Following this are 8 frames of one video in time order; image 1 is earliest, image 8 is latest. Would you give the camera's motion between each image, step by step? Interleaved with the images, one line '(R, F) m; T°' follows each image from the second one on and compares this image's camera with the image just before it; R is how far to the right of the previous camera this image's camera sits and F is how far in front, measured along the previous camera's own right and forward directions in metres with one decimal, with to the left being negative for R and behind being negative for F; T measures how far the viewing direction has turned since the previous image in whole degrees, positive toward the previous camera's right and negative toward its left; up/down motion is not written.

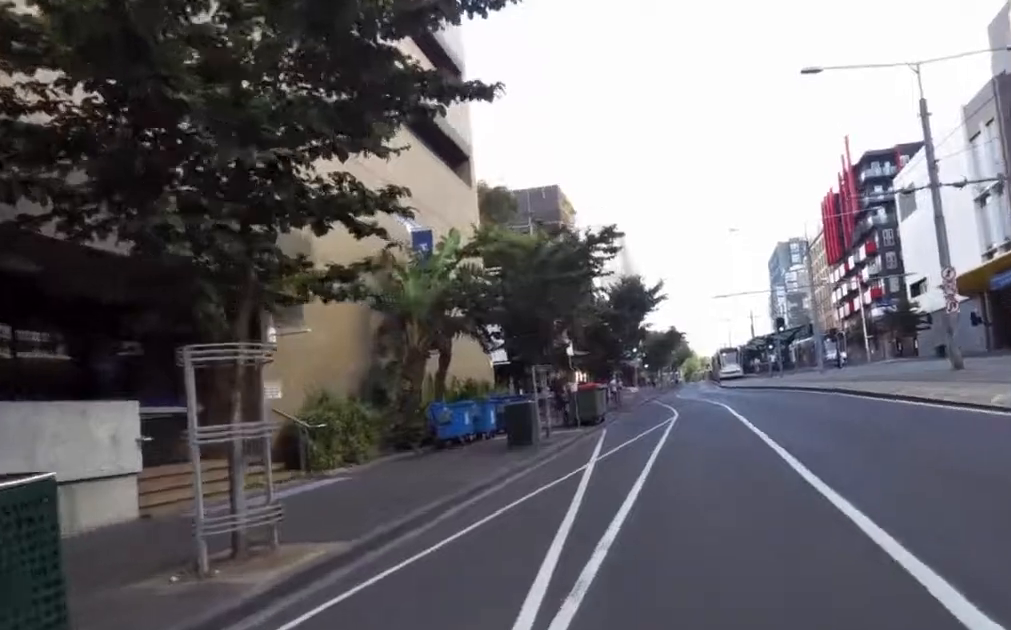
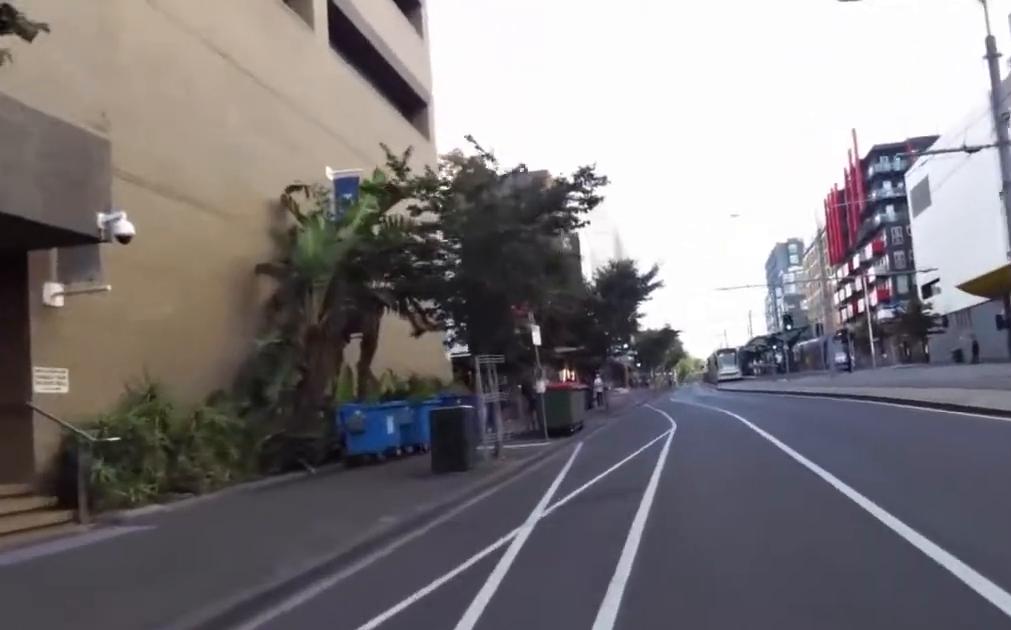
(-0.4, +5.7) m; -5°
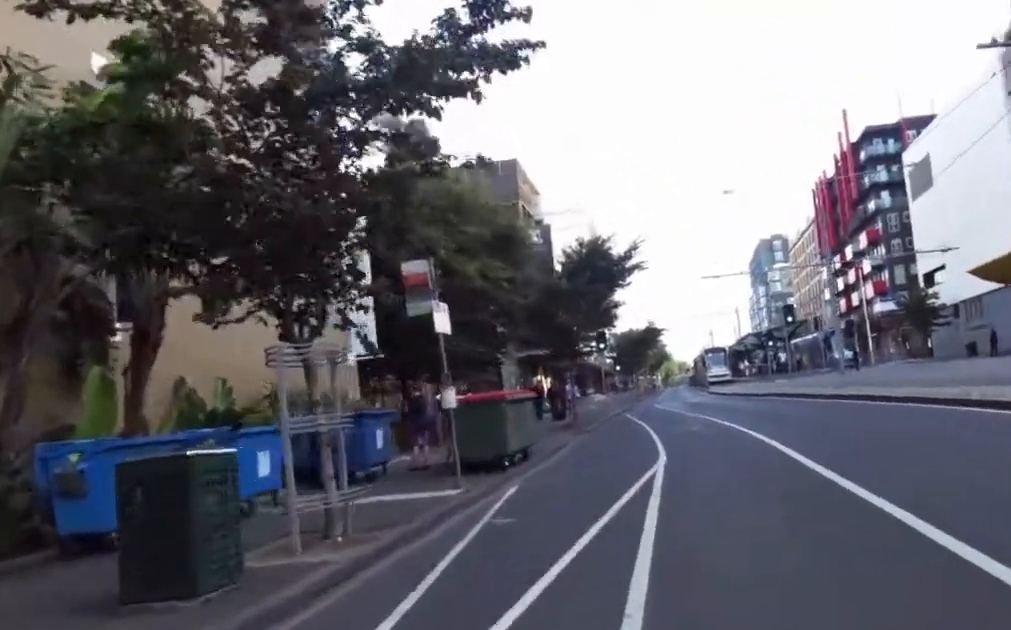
(-0.1, +6.8) m; -1°
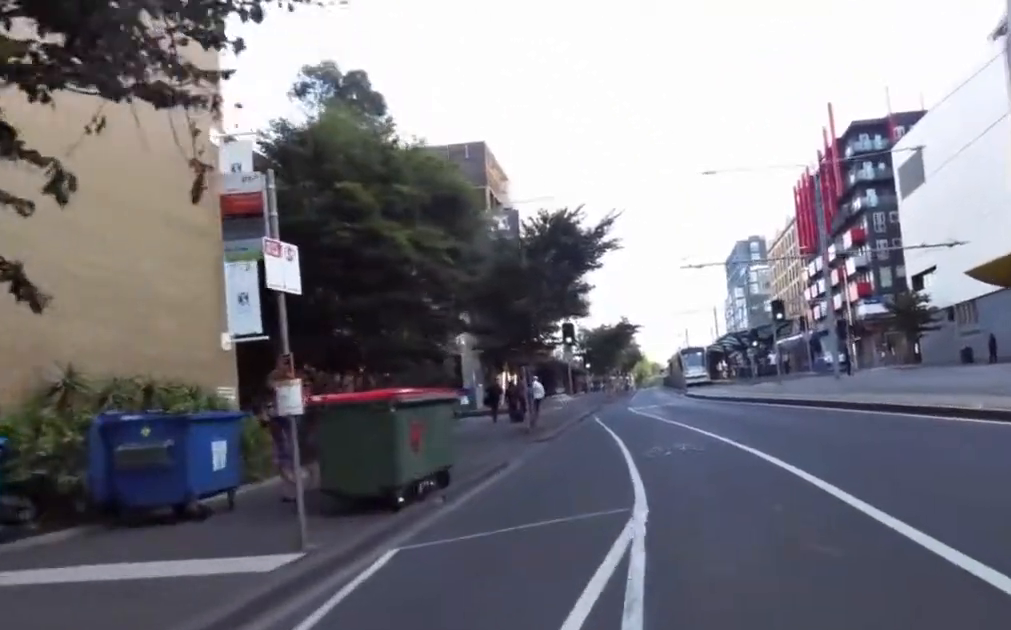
(0.0, +4.4) m; 0°
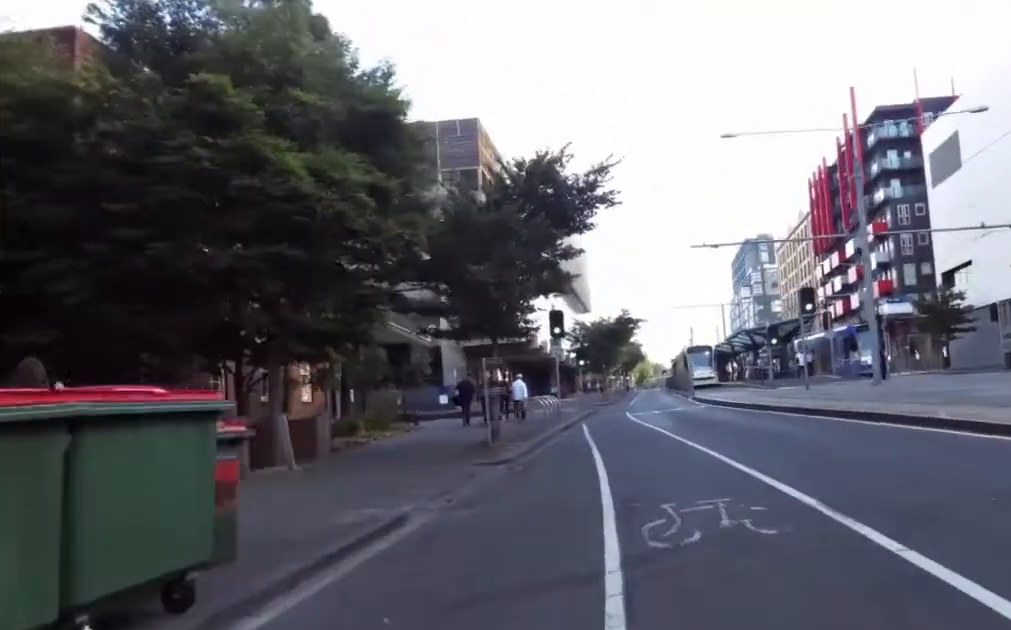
(0.0, +6.0) m; 0°
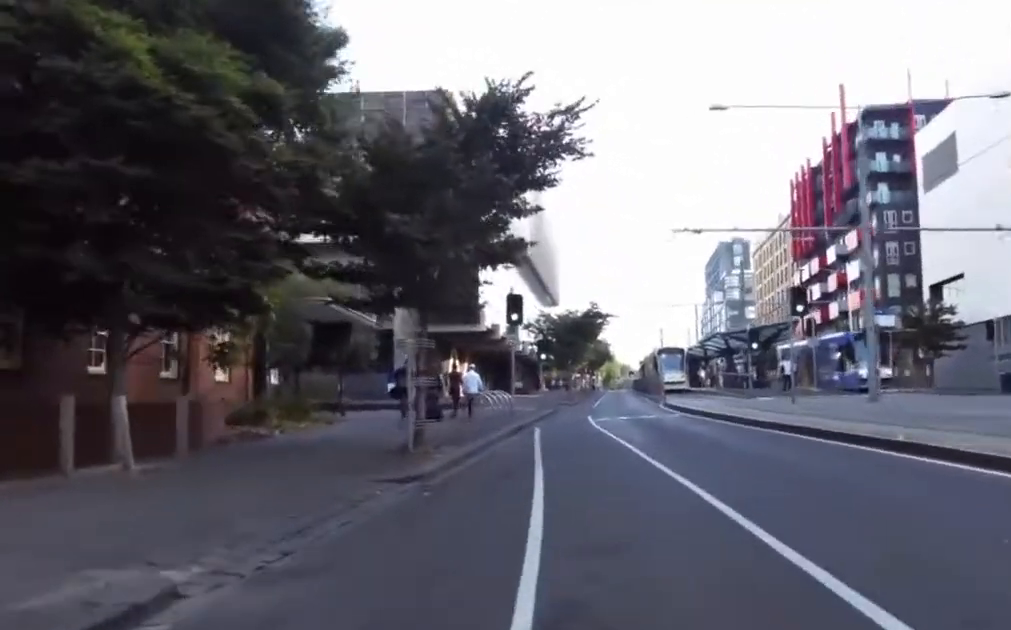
(0.0, +3.6) m; 0°
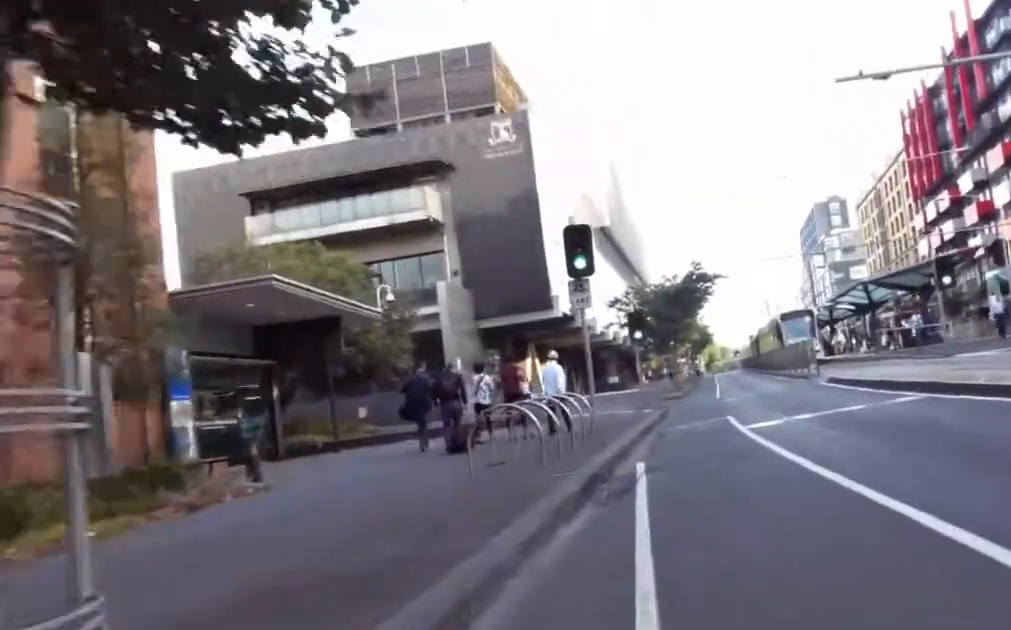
(0.0, +11.5) m; 0°
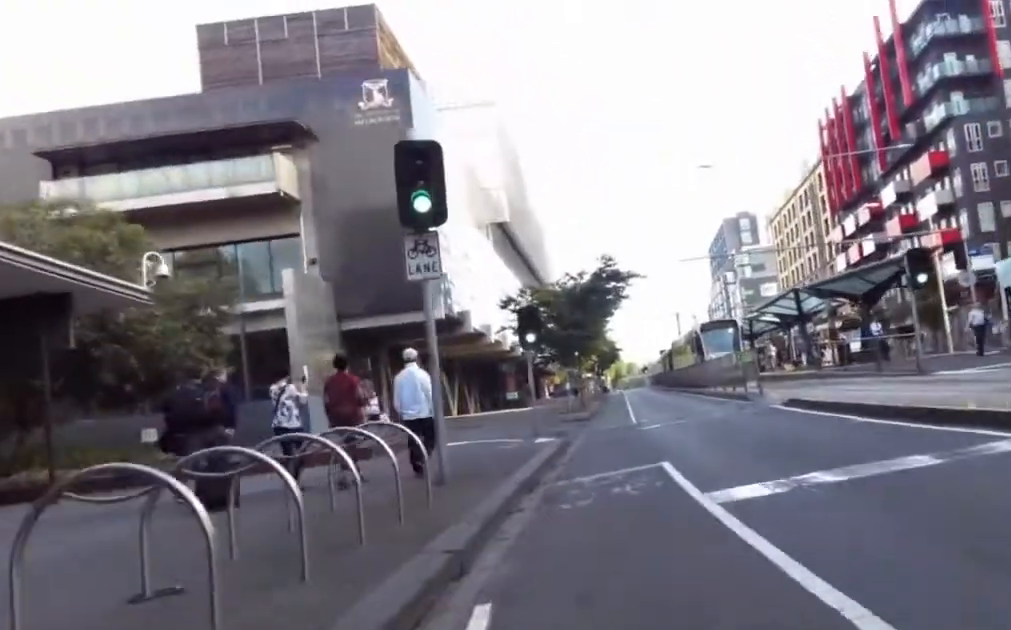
(+0.1, +5.7) m; +14°
